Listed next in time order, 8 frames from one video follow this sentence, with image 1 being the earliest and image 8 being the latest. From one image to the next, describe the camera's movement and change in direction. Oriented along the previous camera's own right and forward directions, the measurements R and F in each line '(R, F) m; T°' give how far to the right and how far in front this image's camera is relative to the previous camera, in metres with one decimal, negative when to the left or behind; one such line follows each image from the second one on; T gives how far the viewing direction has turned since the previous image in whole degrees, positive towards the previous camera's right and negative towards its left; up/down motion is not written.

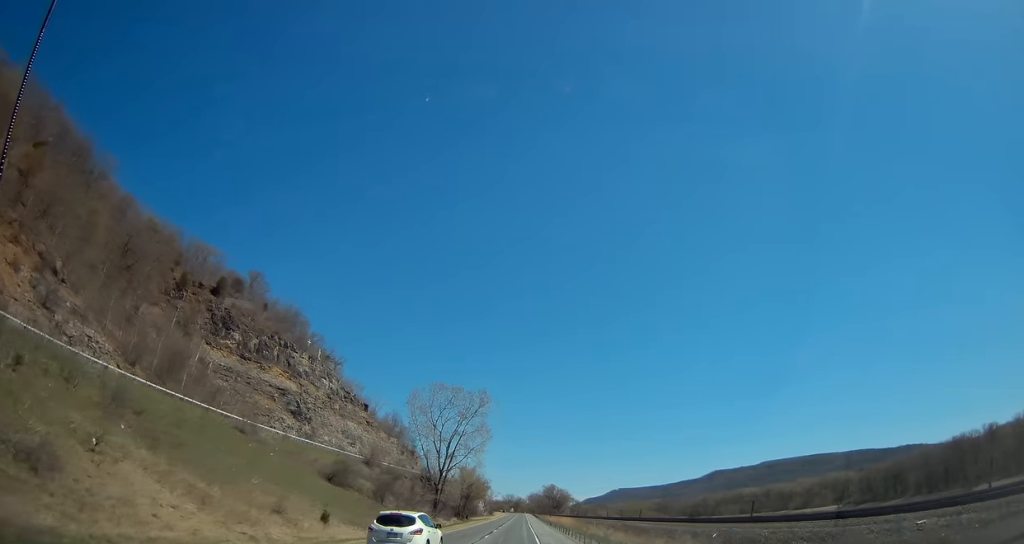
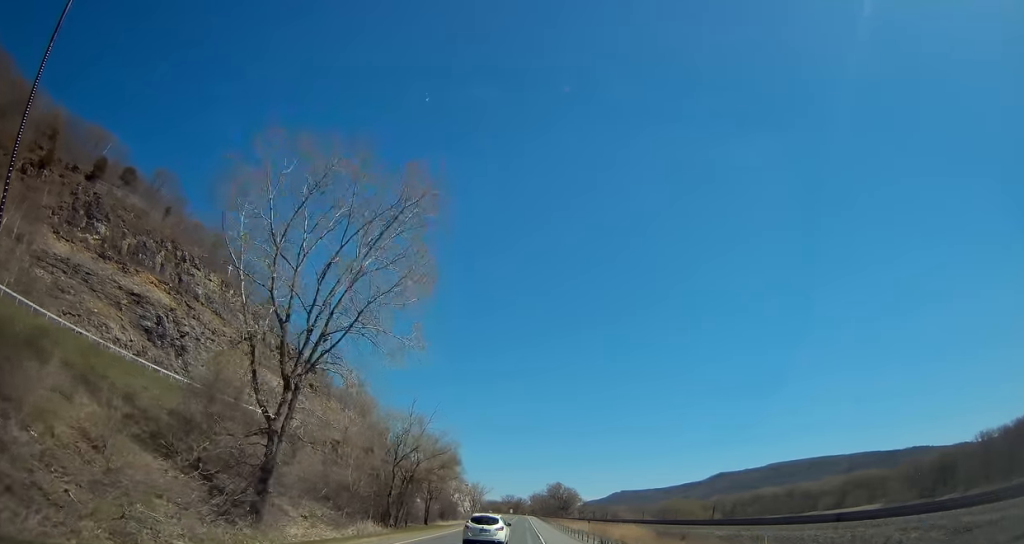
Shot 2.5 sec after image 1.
(+0.1, +65.0) m; +1°
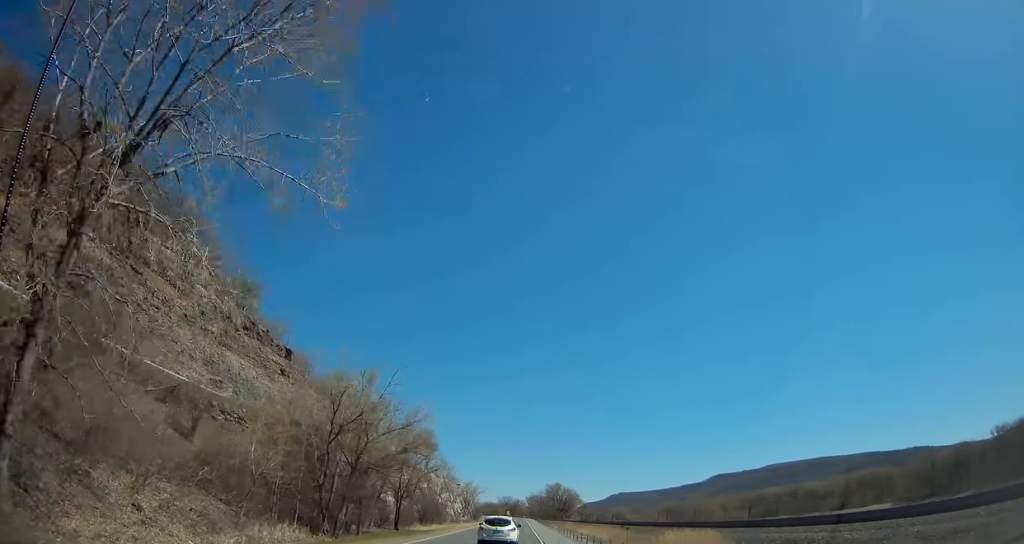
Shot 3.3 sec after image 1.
(+0.1, +17.2) m; 0°
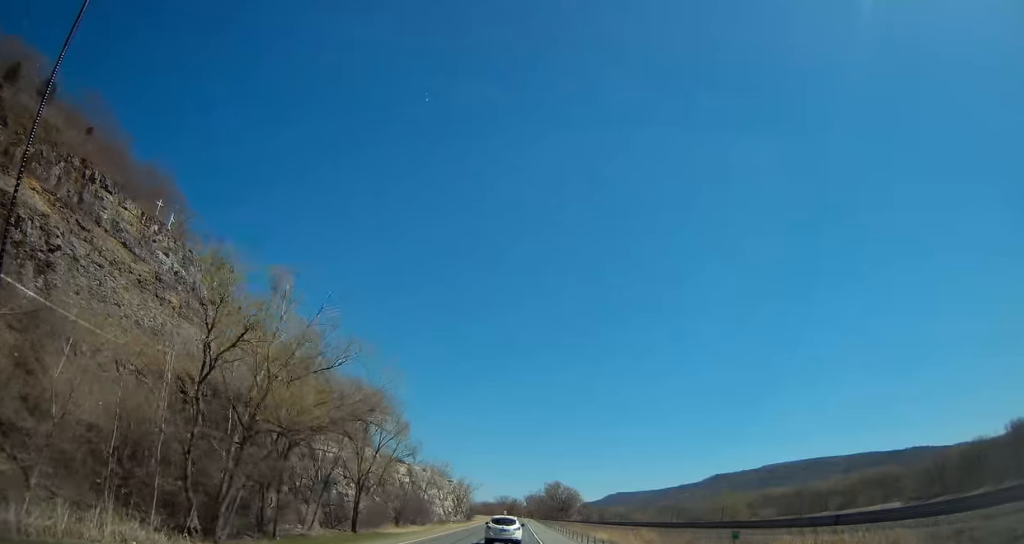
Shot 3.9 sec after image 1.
(0.0, +14.8) m; 0°
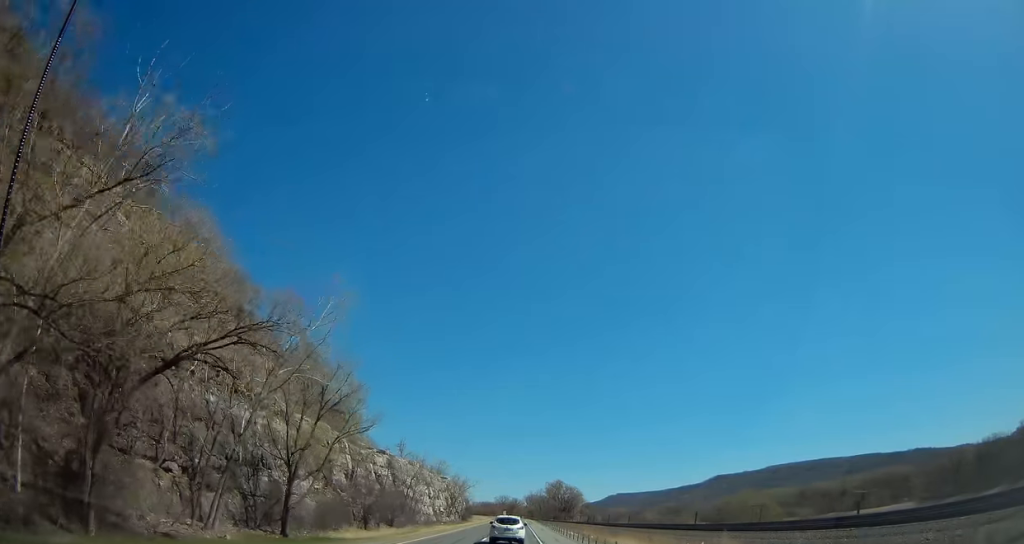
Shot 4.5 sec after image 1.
(0.0, +14.0) m; 0°
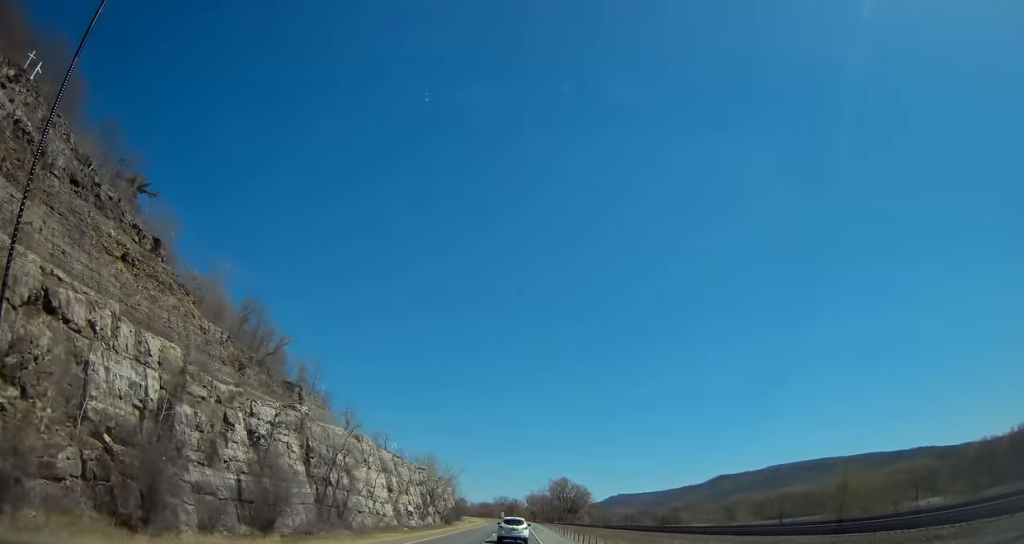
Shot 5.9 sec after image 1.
(-0.1, +34.8) m; 0°
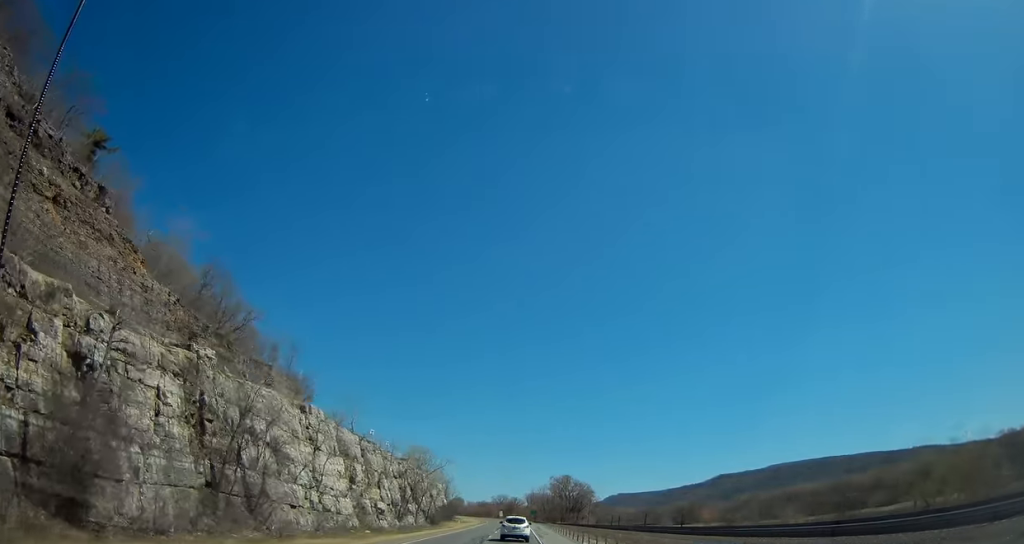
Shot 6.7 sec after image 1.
(0.0, +17.9) m; +1°
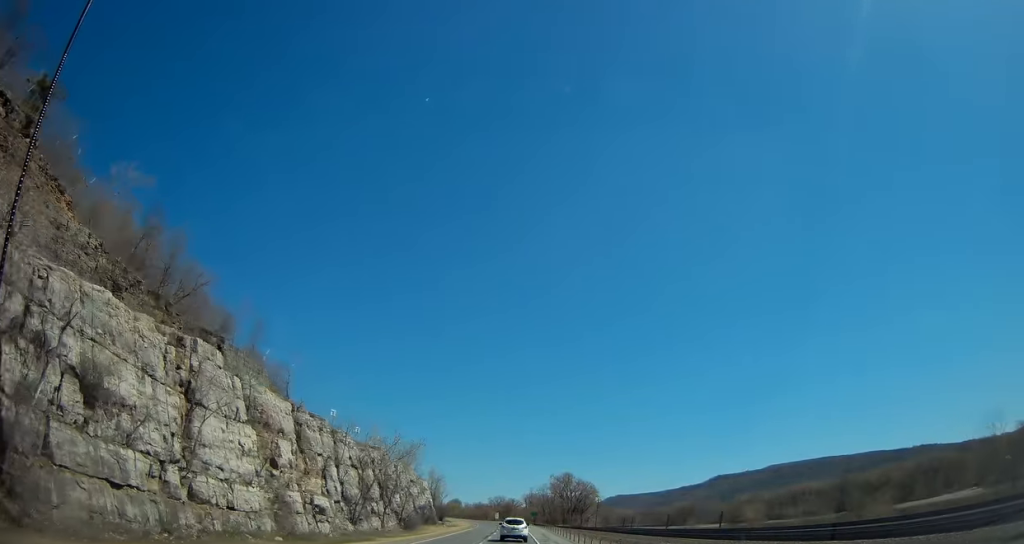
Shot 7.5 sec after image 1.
(+0.2, +20.8) m; +1°
